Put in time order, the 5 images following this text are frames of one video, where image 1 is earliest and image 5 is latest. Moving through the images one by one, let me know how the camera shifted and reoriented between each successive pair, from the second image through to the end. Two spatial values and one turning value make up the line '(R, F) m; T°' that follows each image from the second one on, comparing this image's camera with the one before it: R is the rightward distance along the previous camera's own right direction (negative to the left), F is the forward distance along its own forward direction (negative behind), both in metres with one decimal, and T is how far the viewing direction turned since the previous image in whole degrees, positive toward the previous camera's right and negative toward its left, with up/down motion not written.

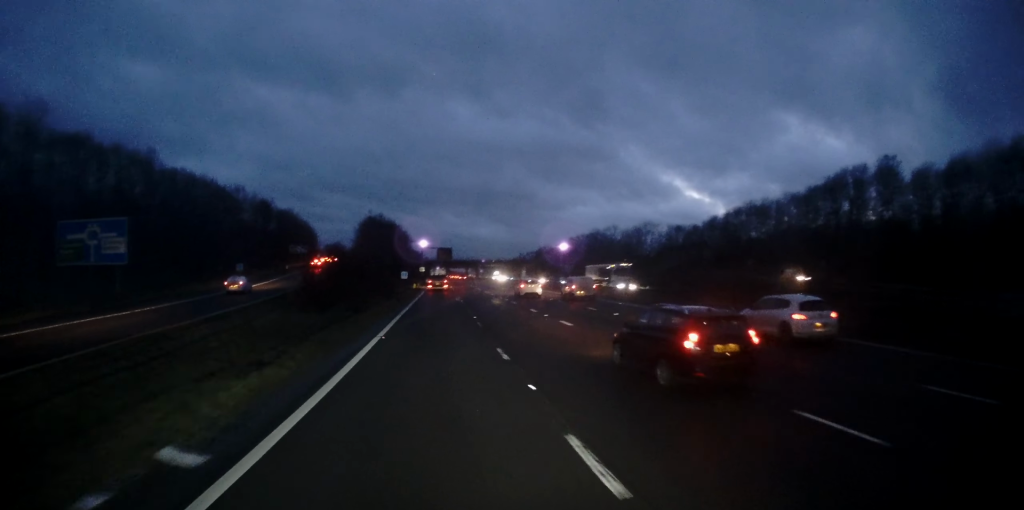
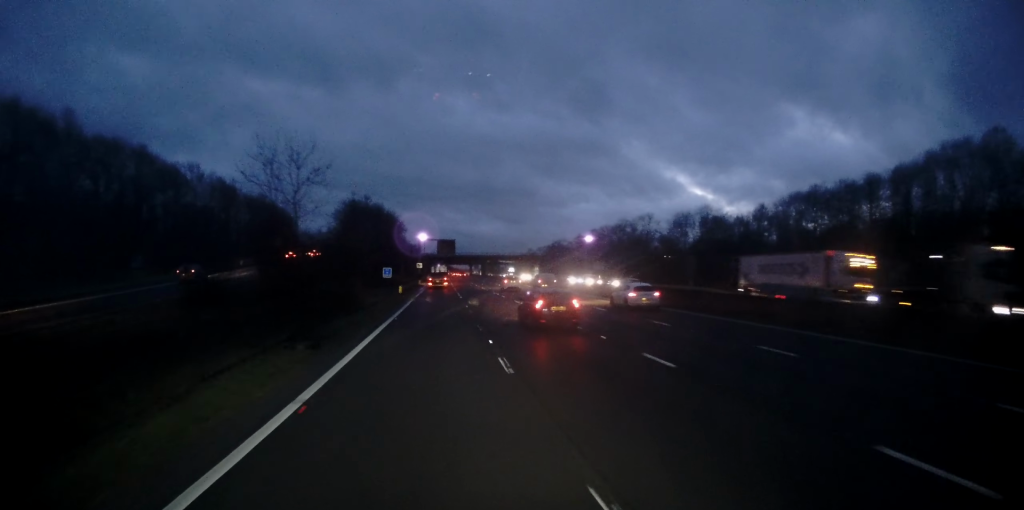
(+0.1, +29.2) m; -1°
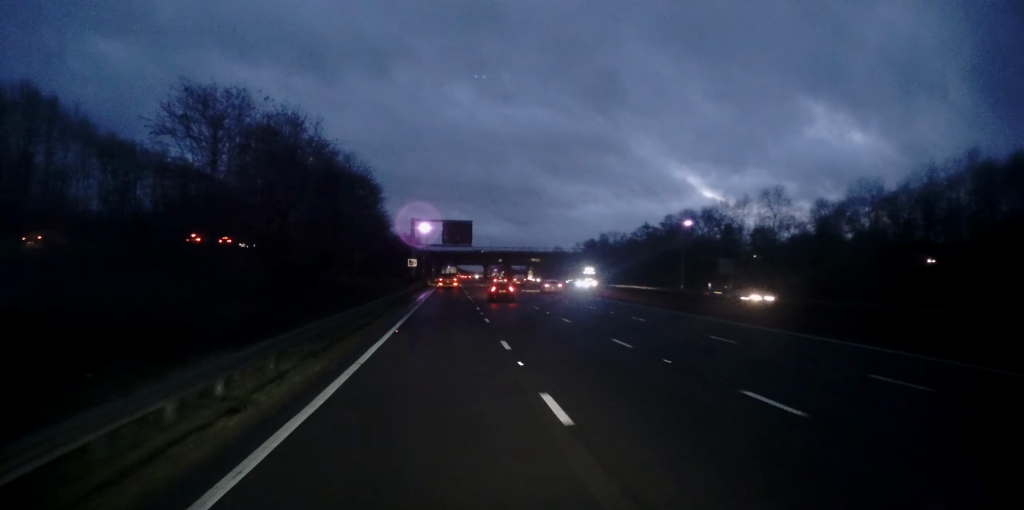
(-0.1, +58.0) m; 0°
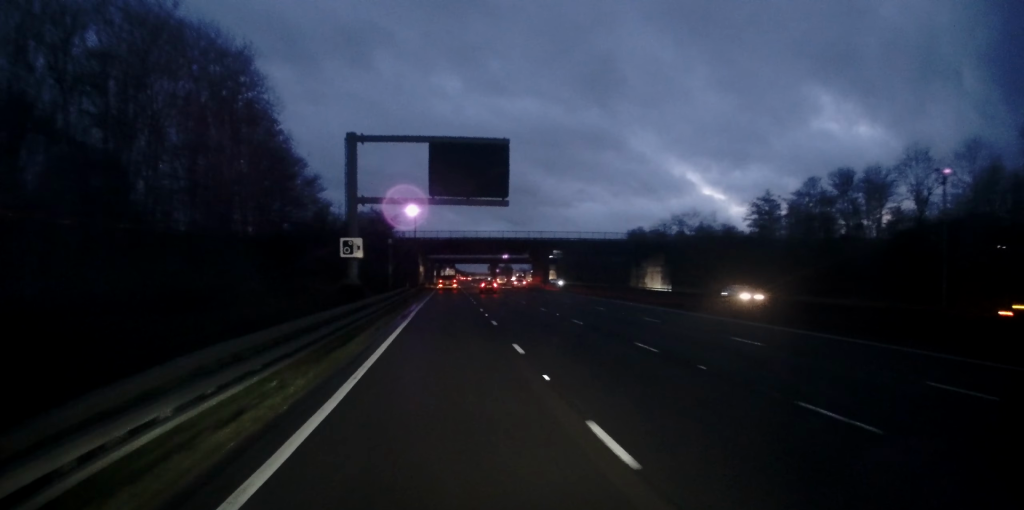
(-0.3, +54.0) m; 0°
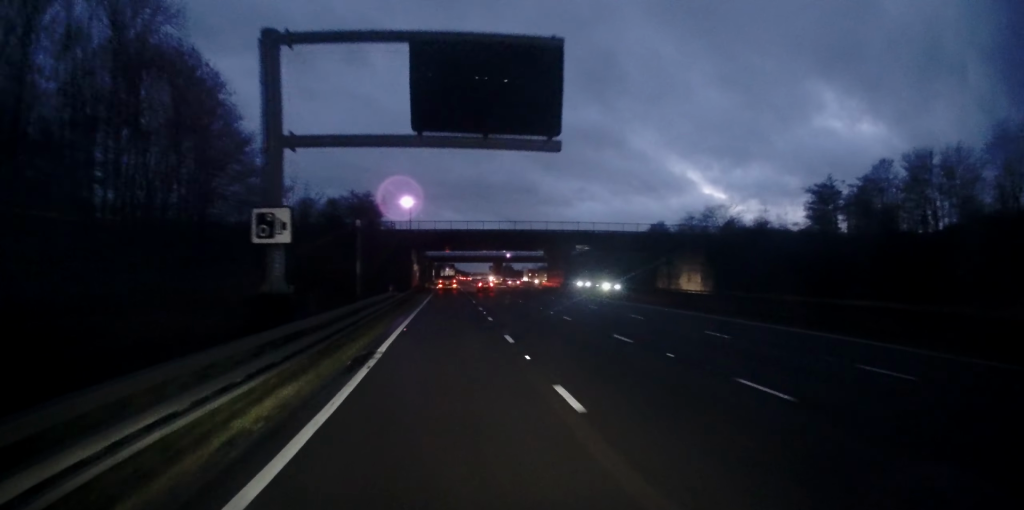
(+0.1, +15.2) m; +1°
